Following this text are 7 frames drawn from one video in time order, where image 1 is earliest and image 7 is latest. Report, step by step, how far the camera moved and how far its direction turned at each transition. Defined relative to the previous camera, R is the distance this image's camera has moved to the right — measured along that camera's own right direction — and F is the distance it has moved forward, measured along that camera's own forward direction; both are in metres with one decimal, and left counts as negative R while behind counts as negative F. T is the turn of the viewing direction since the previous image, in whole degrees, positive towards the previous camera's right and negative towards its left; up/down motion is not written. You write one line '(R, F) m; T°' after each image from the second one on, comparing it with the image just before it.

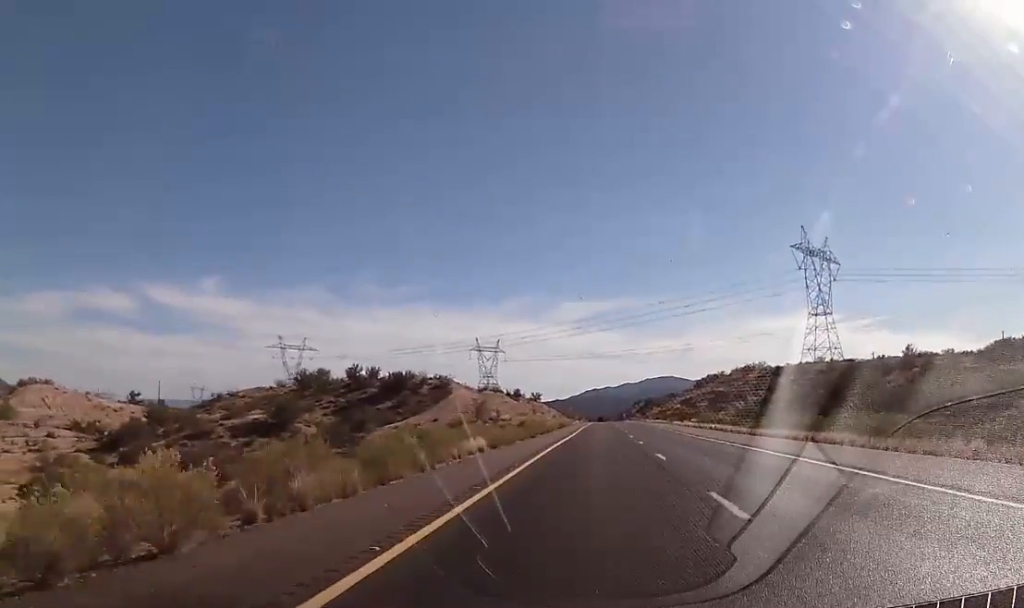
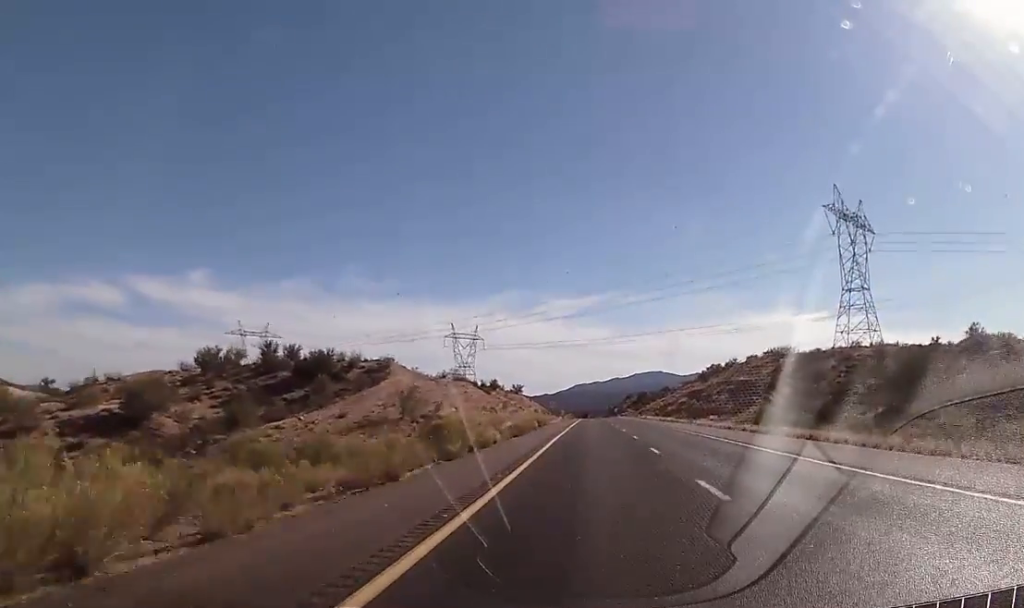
(+0.8, +34.2) m; +1°
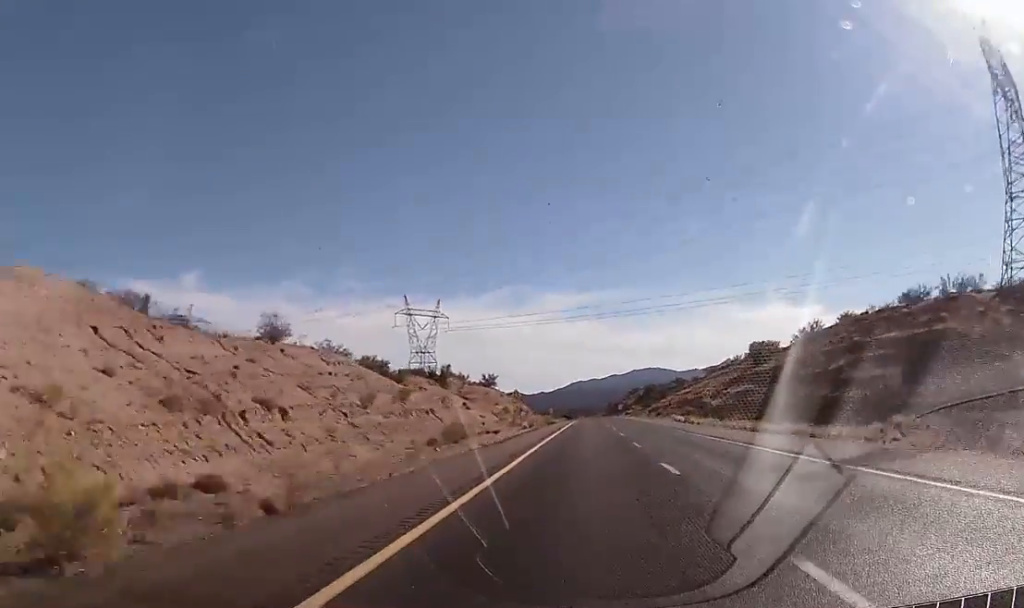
(0.0, +69.6) m; +1°
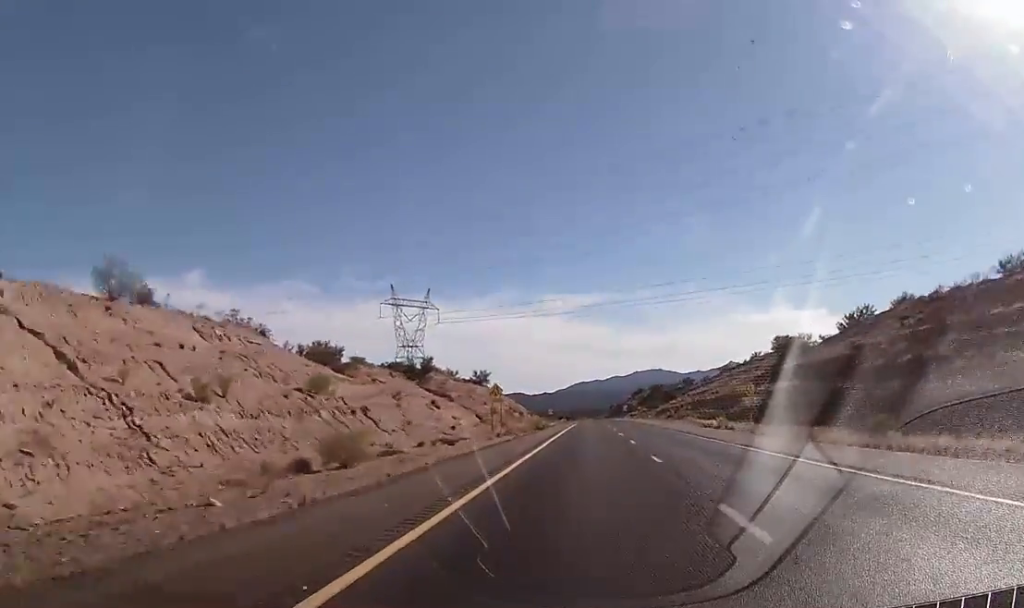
(+0.1, +20.2) m; 0°
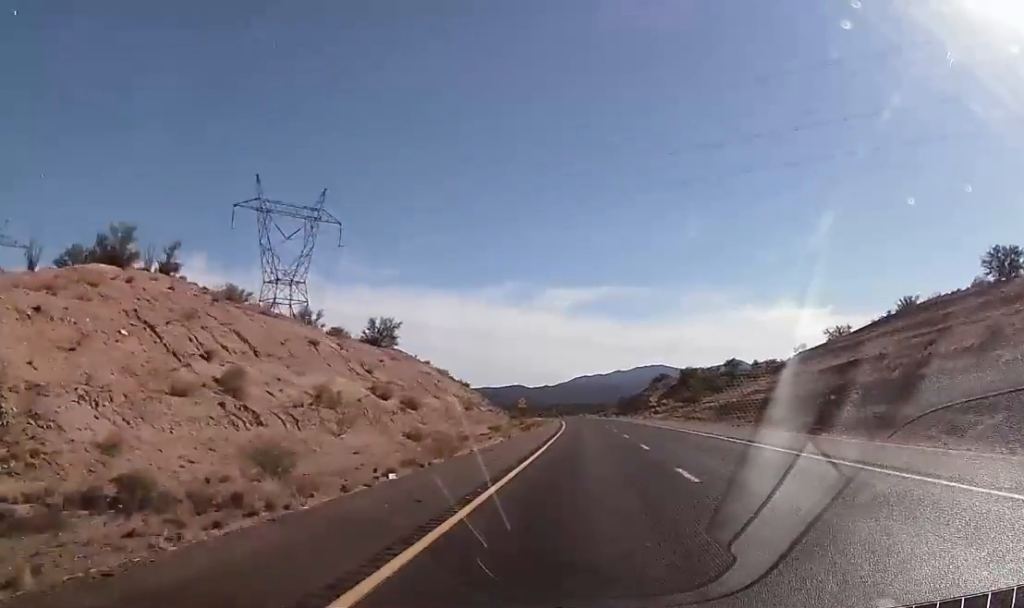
(-0.5, +91.0) m; 0°
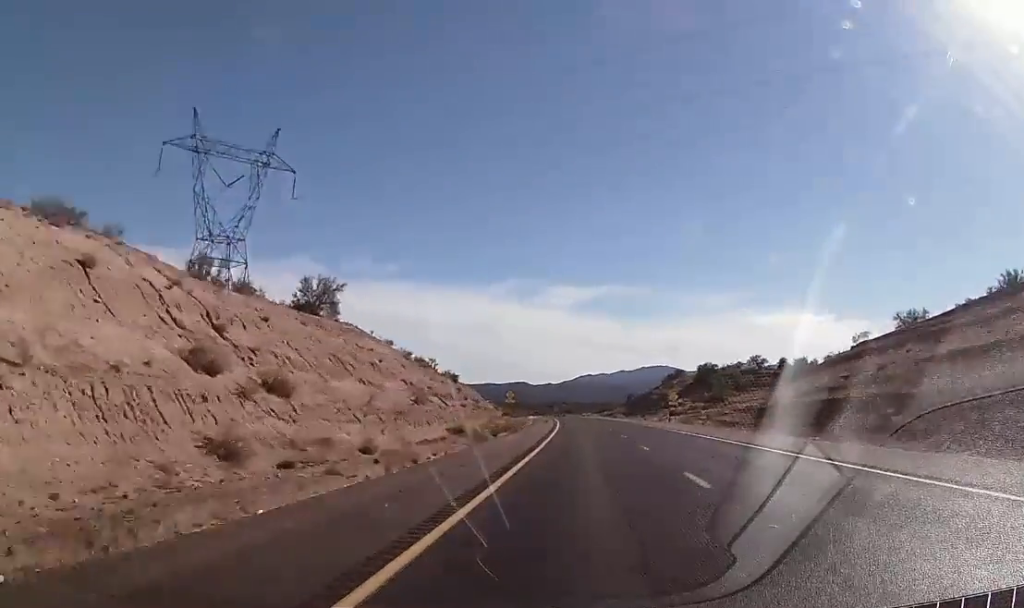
(+0.1, +25.3) m; 0°
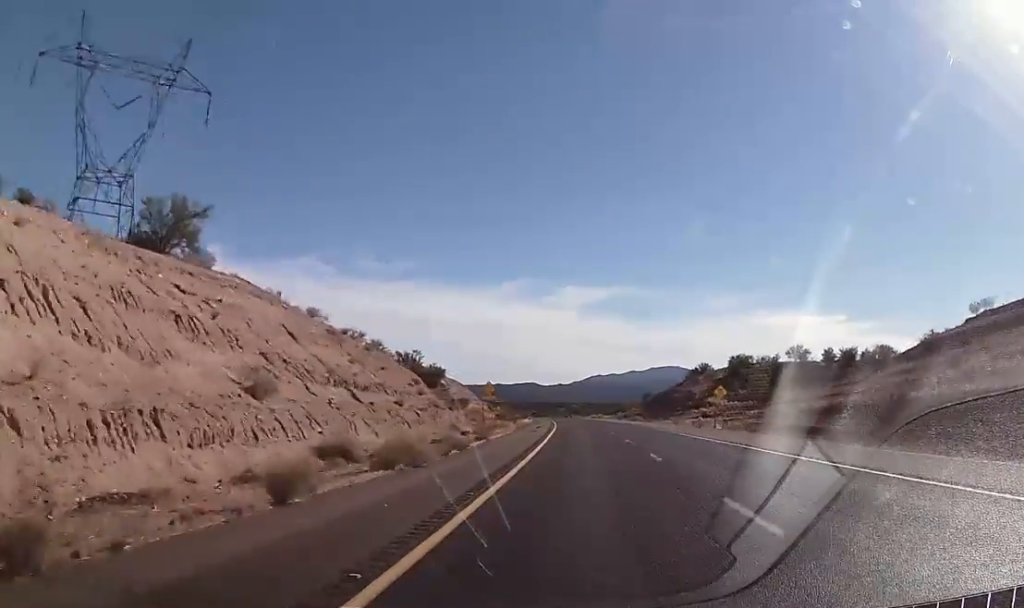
(0.0, +29.0) m; -1°
